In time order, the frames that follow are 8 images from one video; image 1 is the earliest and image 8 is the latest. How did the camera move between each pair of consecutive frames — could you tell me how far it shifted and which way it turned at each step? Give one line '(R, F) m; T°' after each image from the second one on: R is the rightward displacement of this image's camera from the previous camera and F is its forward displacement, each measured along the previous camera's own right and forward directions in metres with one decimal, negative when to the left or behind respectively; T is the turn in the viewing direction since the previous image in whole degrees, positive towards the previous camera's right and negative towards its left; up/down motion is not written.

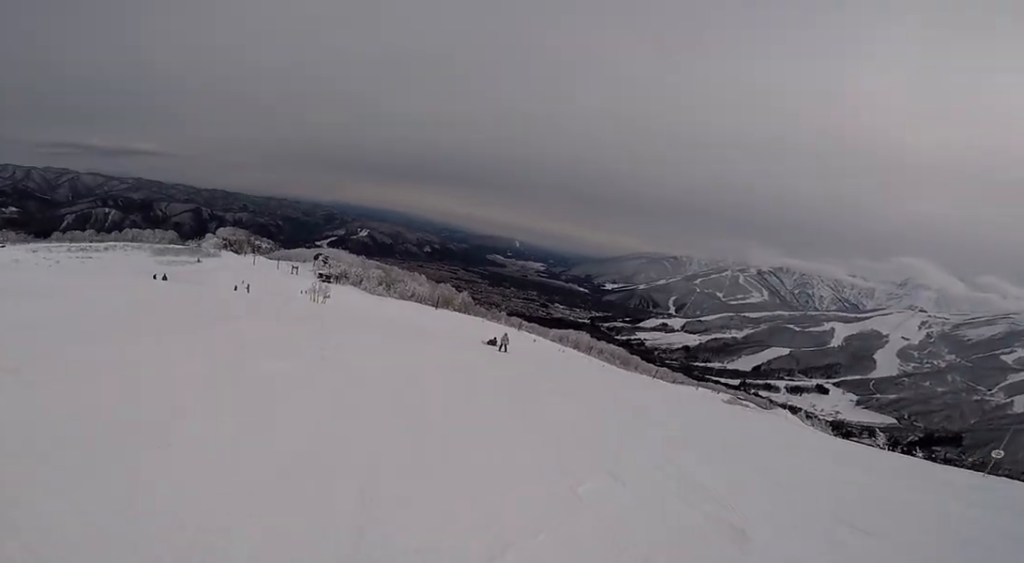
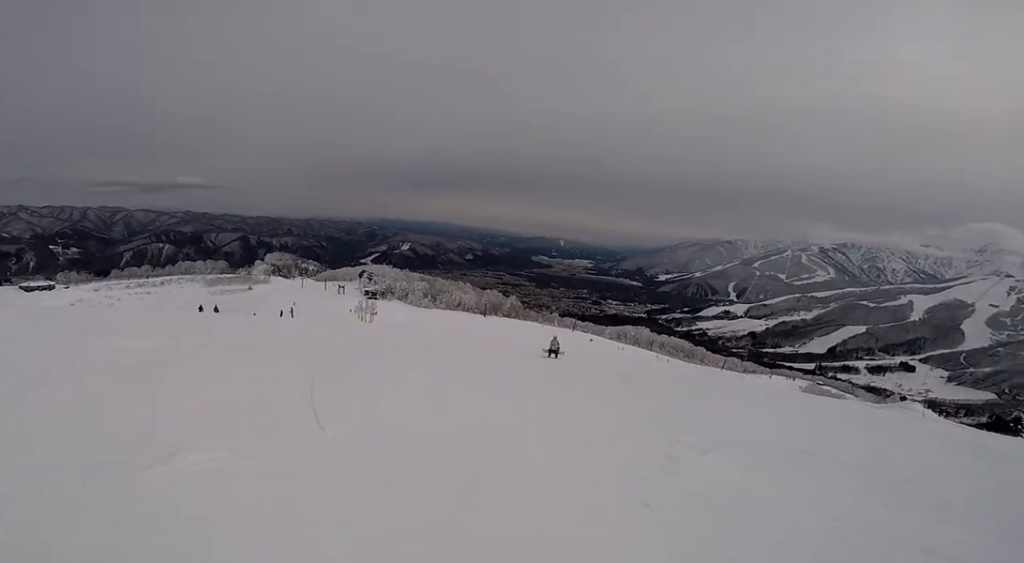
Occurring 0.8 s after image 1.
(-0.6, +2.9) m; -30°
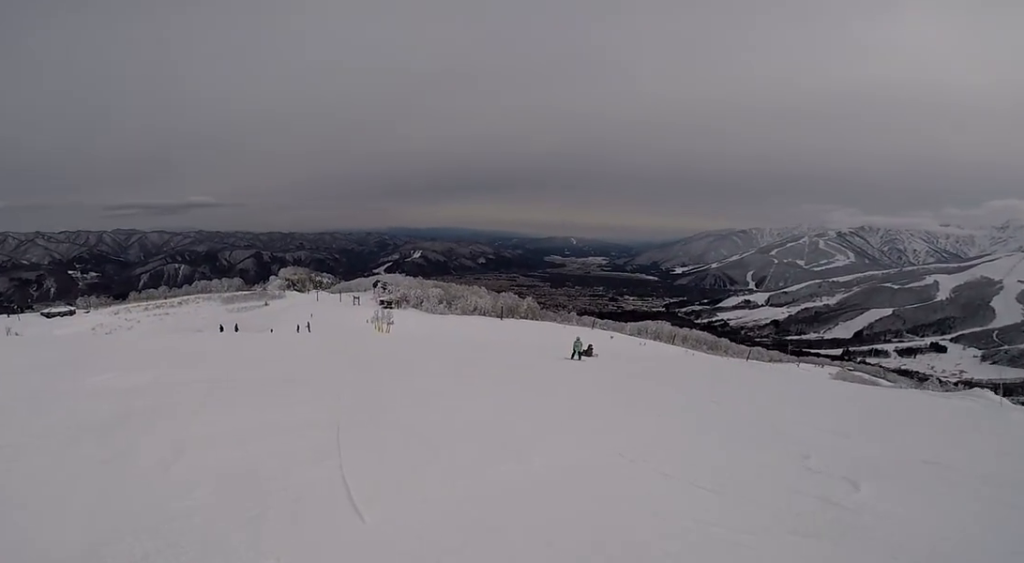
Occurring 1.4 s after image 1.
(-0.1, +1.9) m; -27°
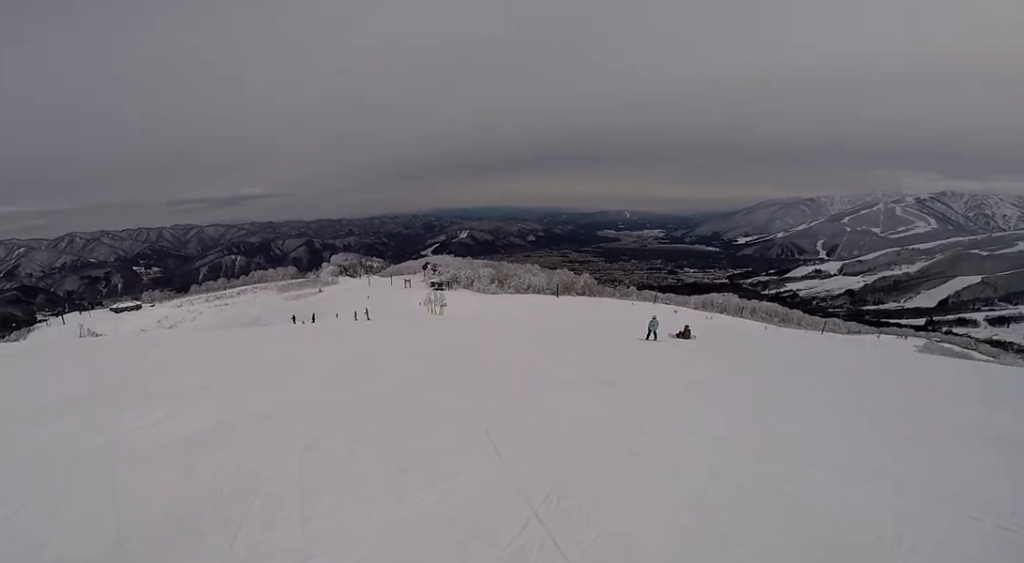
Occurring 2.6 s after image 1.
(-1.8, +3.2) m; -25°
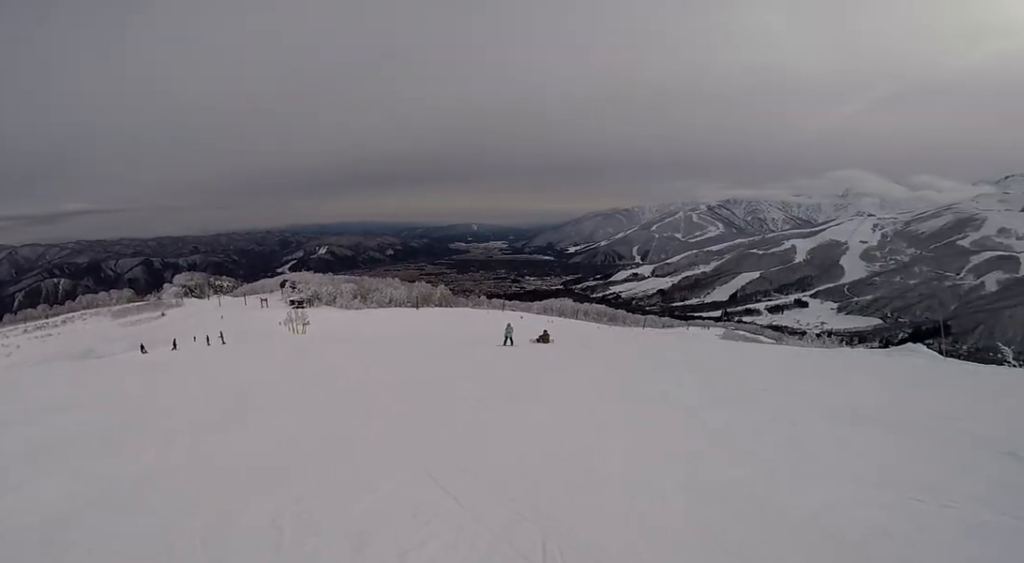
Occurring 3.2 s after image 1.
(-0.4, +1.6) m; +21°
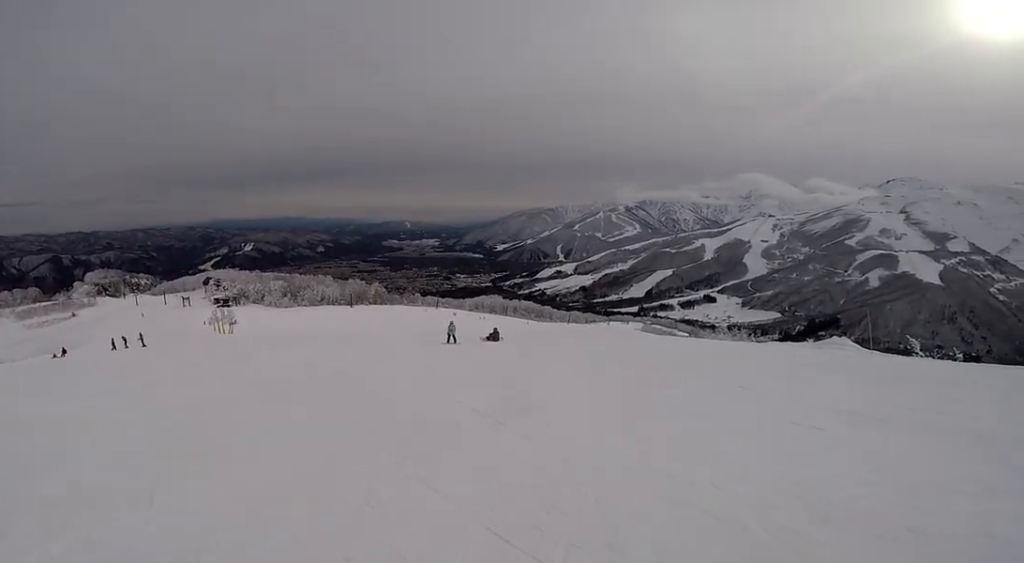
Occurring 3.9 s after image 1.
(+0.8, +1.6) m; +16°
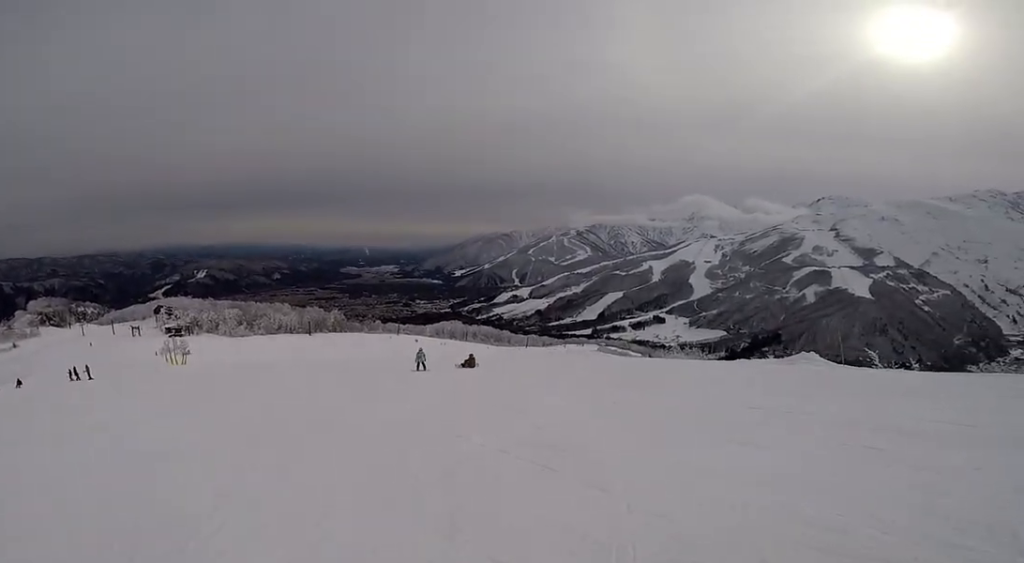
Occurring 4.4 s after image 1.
(+0.7, +1.4) m; +9°
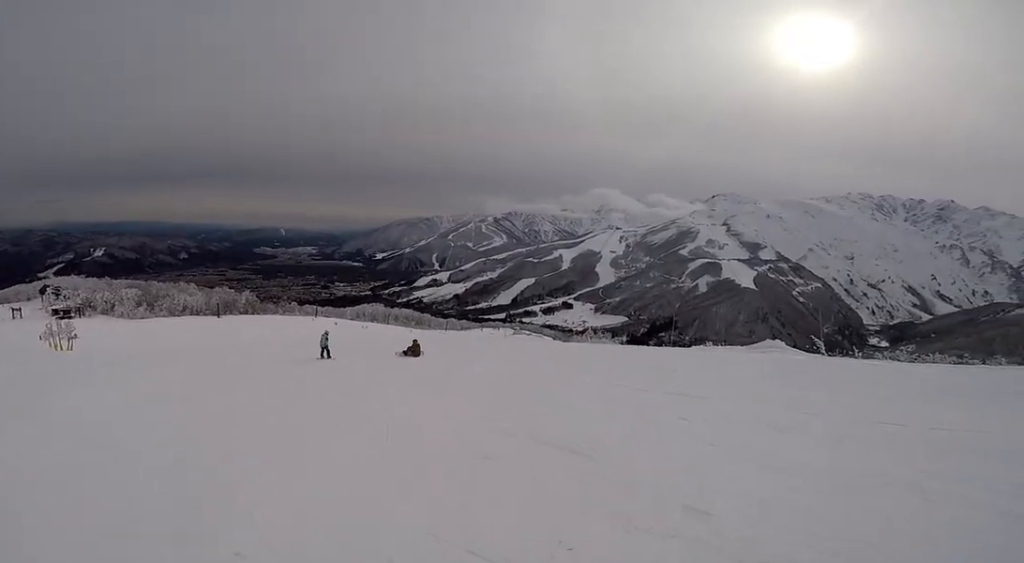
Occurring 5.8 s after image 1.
(+0.4, +4.0) m; +33°
